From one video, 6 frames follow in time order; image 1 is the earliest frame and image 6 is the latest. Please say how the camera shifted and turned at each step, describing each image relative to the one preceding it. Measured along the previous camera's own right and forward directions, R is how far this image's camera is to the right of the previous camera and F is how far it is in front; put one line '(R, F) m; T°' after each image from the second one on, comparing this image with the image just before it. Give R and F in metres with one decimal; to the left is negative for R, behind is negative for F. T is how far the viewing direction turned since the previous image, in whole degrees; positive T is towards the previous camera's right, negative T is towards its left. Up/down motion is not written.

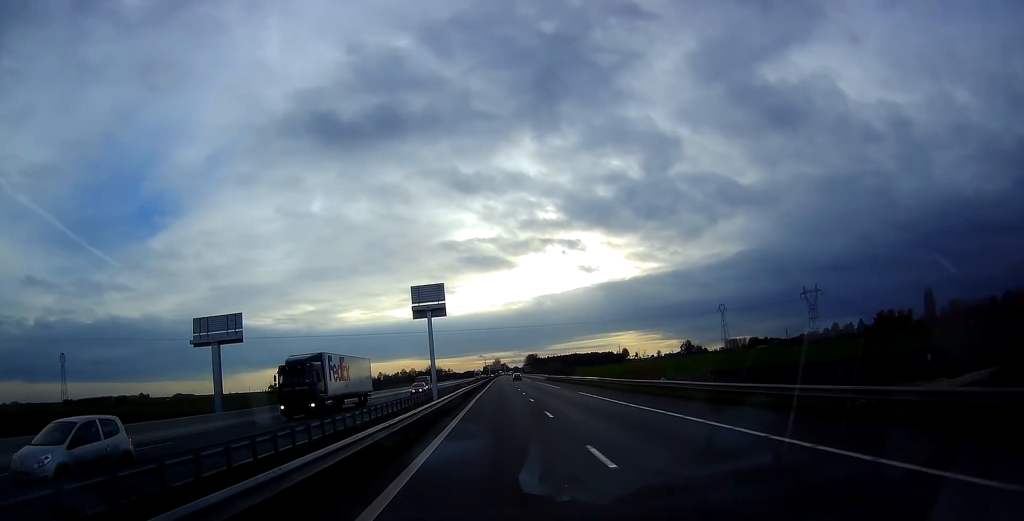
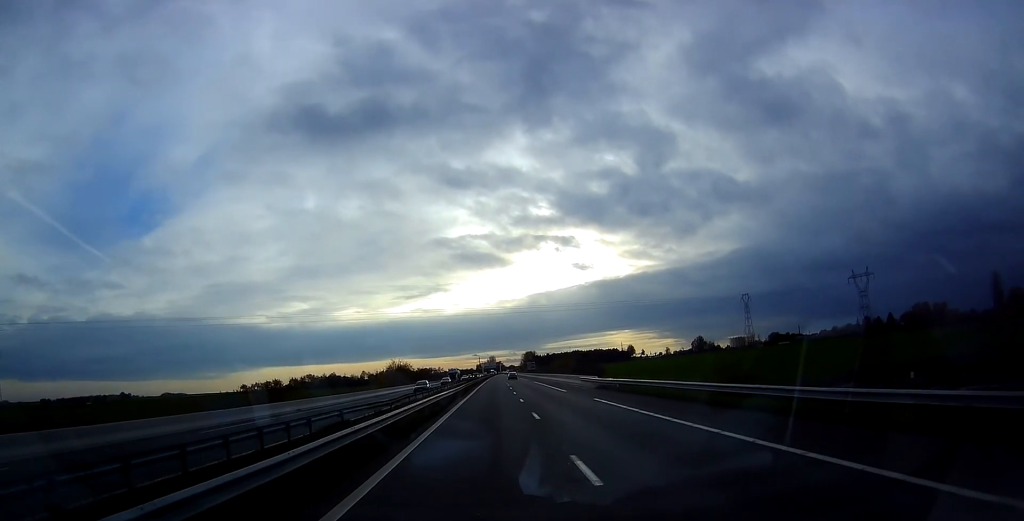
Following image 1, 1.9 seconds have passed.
(+0.5, +62.6) m; 0°
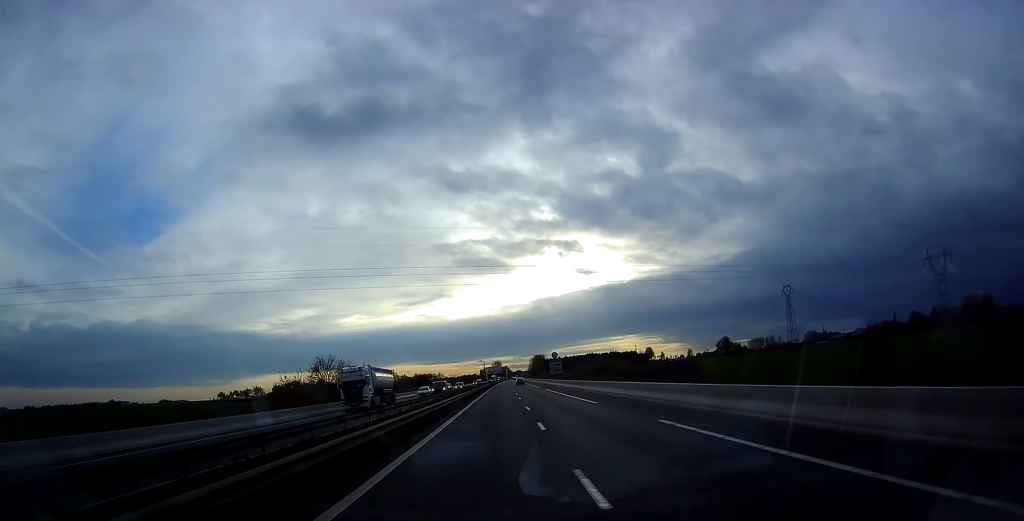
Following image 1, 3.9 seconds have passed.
(+0.6, +64.0) m; 0°
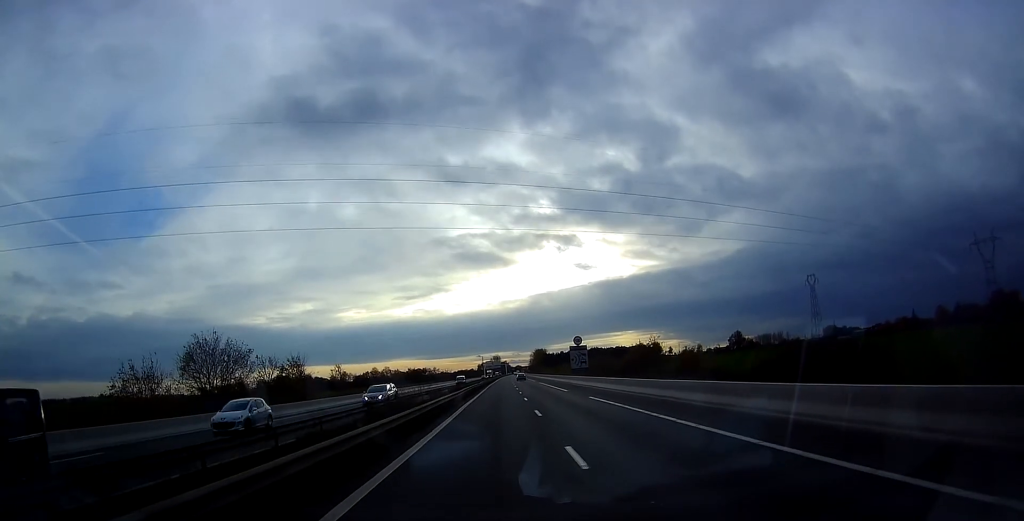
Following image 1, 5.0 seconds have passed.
(-0.5, +35.4) m; 0°
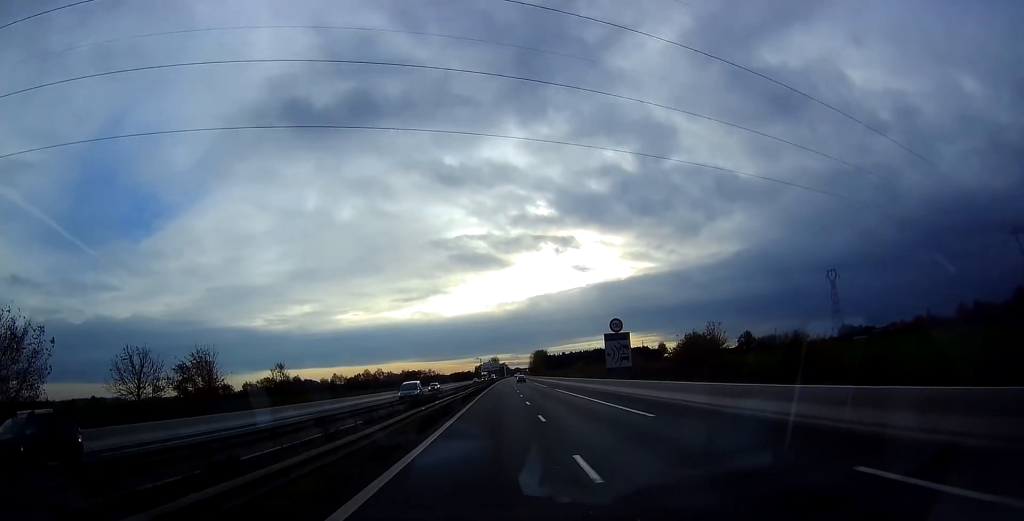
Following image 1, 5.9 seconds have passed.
(+0.2, +27.6) m; 0°
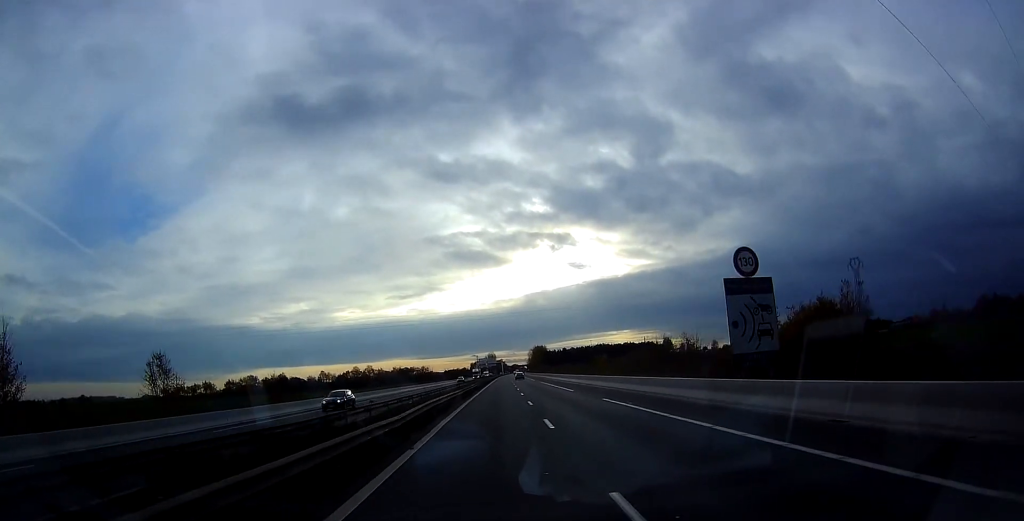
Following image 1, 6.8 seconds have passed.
(-0.3, +29.3) m; 0°
